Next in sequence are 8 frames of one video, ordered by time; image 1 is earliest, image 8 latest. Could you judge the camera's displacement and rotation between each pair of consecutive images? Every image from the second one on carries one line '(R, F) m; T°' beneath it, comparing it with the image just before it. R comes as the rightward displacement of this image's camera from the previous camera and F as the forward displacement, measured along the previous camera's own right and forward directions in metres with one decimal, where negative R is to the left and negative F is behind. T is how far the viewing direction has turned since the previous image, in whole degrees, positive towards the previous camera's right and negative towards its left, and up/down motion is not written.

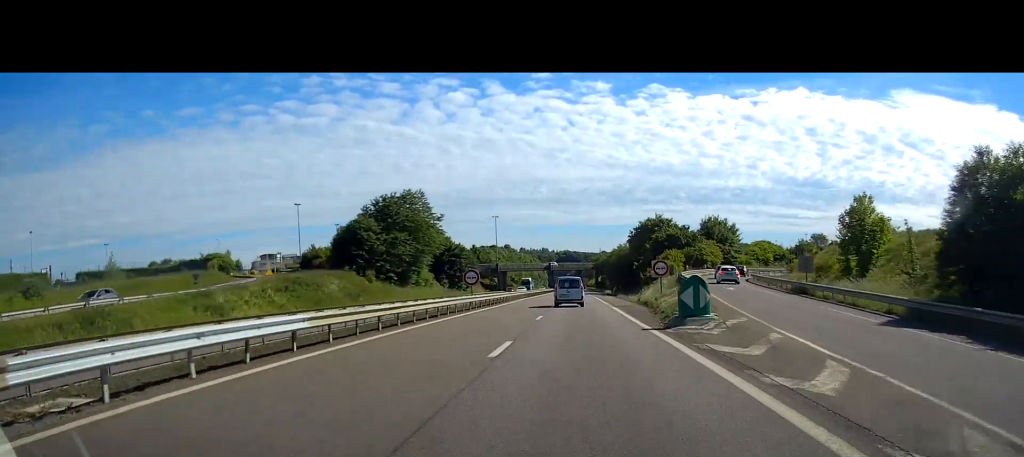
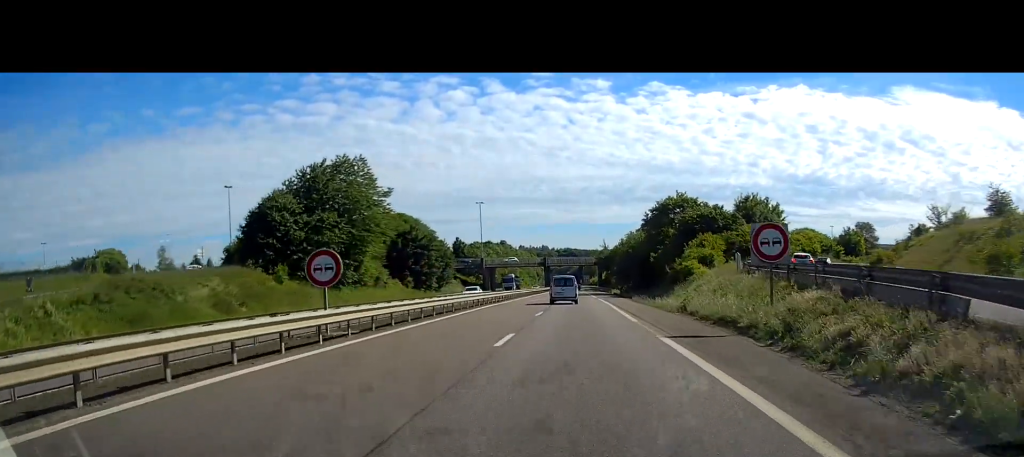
(-0.2, +23.9) m; -1°
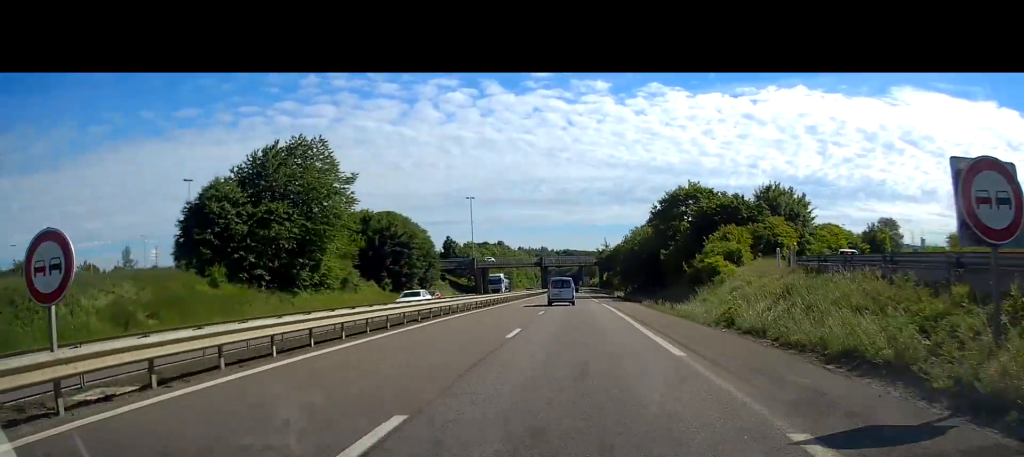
(0.0, +10.1) m; 0°
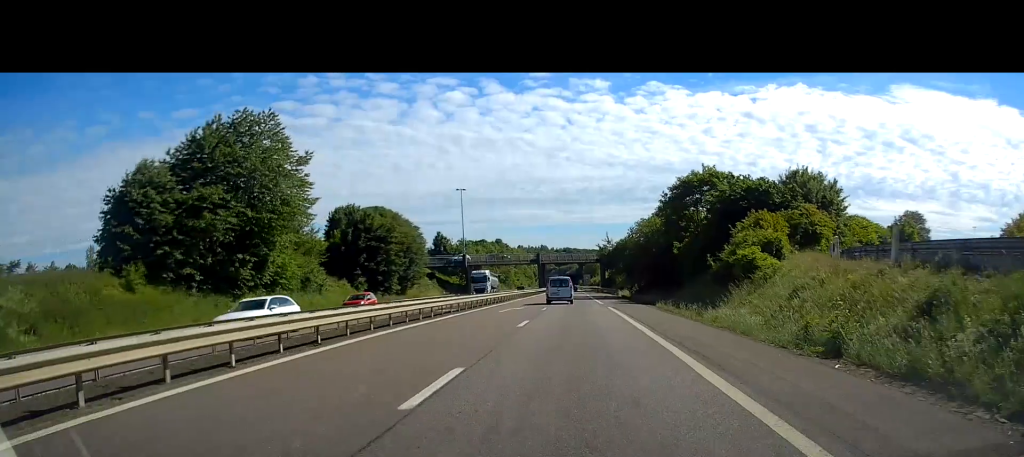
(0.0, +9.4) m; 0°
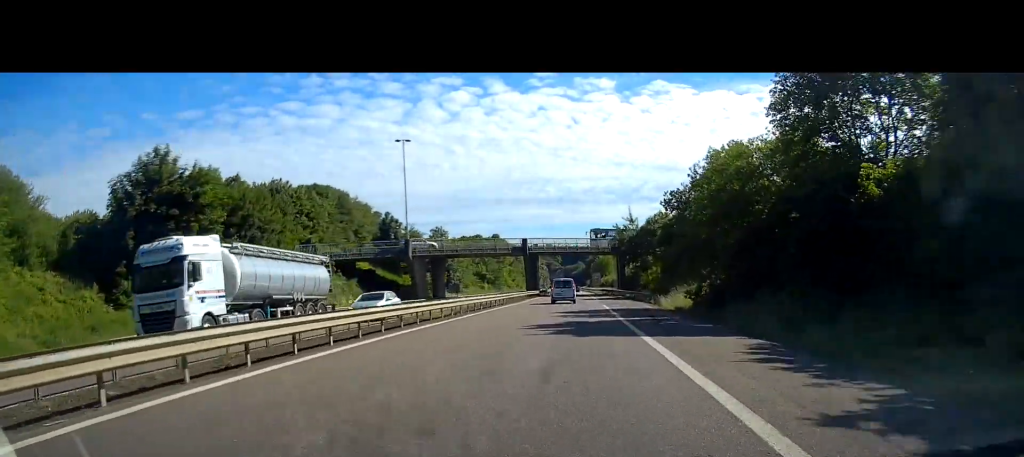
(-0.3, +39.5) m; 0°
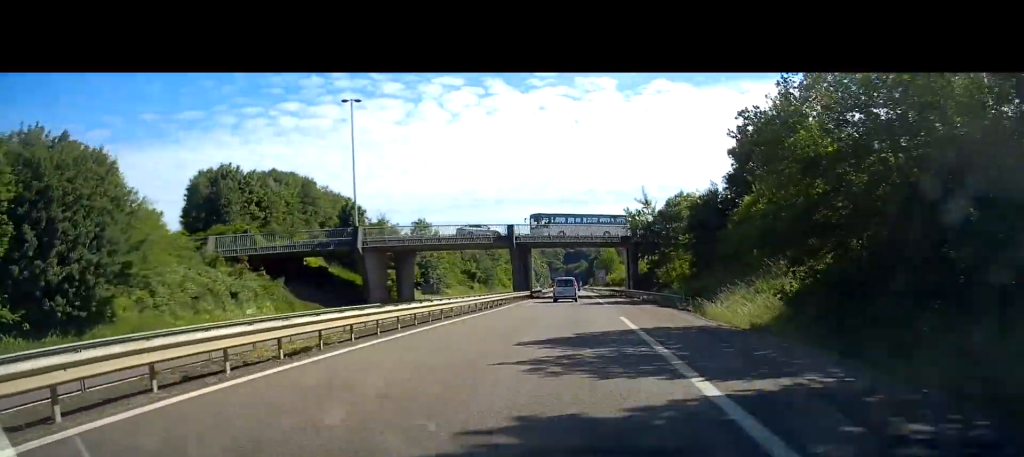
(0.0, +17.0) m; 0°
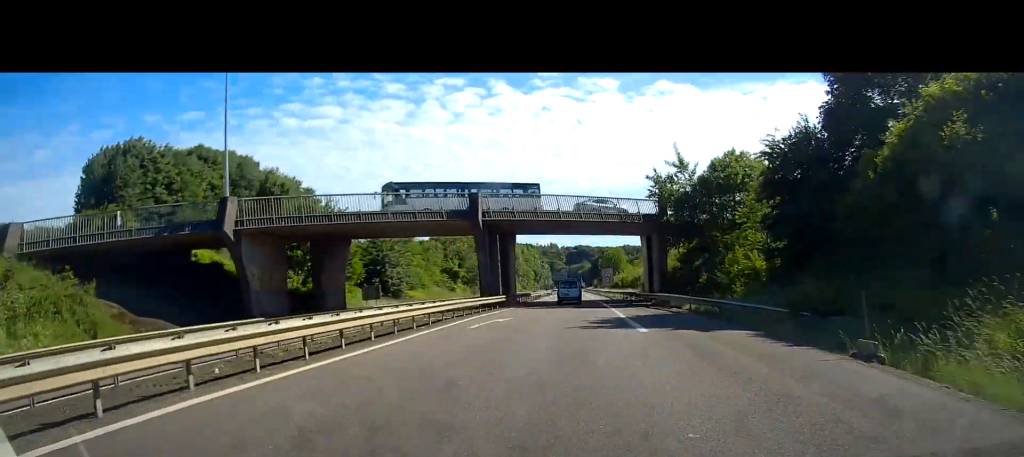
(-0.1, +21.5) m; 0°
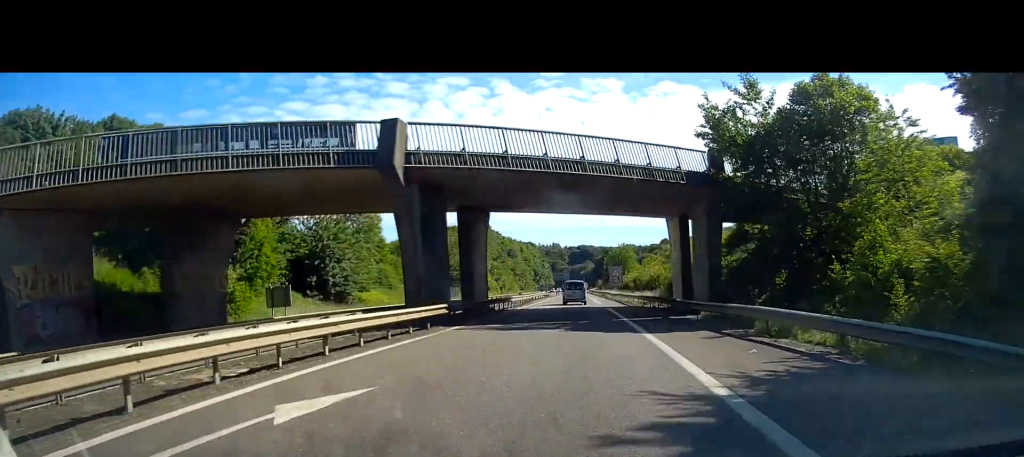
(-0.1, +17.9) m; 0°
